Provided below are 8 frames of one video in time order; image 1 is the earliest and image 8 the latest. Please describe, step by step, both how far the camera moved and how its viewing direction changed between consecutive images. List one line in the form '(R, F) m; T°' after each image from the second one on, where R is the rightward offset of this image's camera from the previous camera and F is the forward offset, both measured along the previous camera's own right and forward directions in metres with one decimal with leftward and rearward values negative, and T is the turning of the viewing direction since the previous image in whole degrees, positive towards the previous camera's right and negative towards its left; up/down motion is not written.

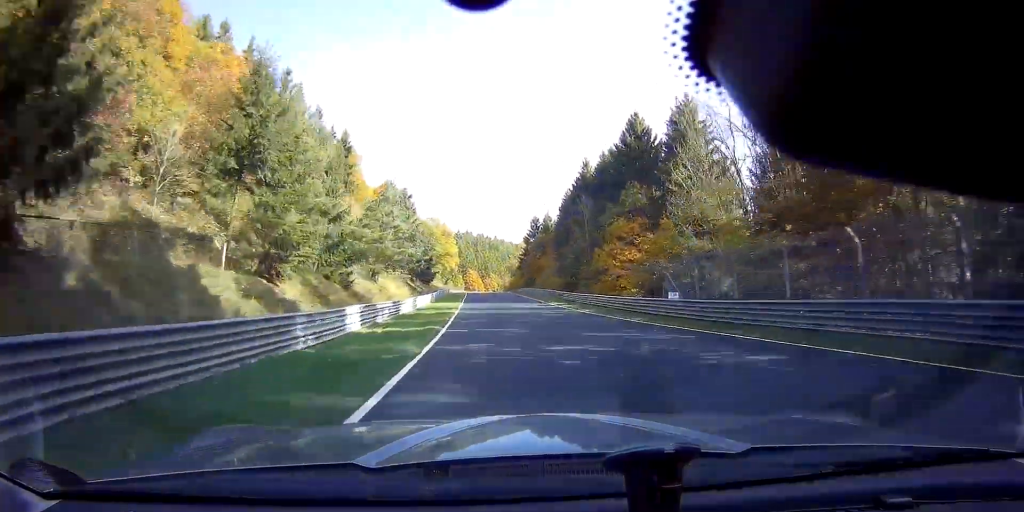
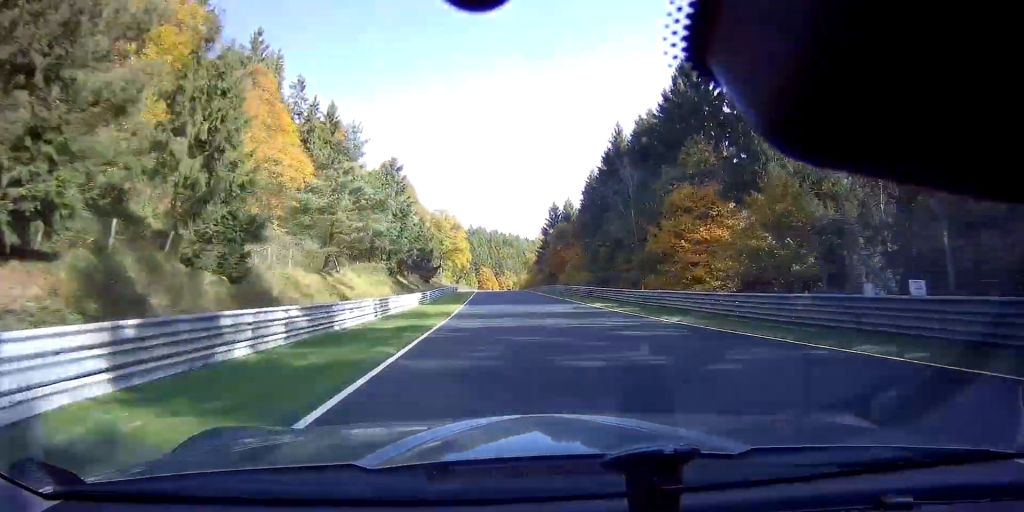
(-0.2, +14.9) m; -1°
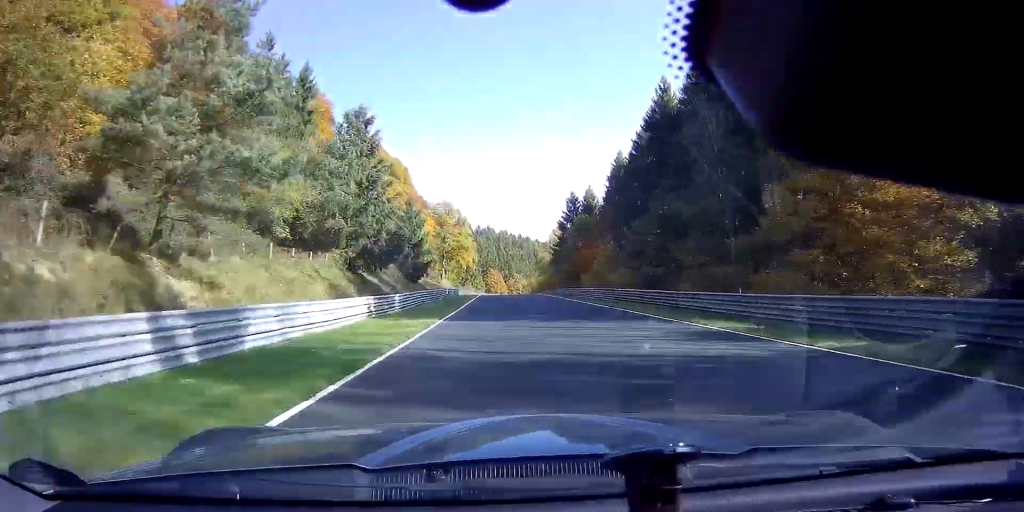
(-0.2, +16.1) m; -1°
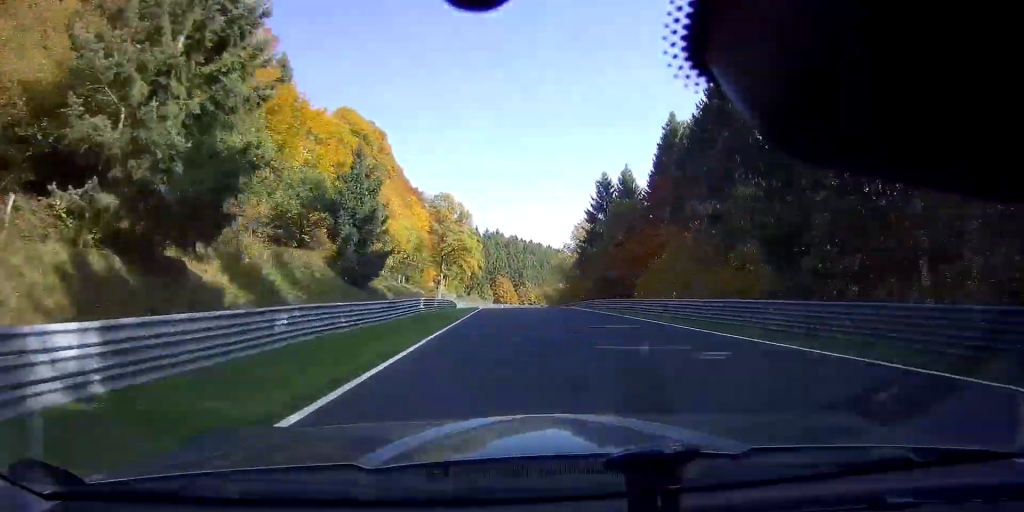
(-0.3, +23.1) m; -1°
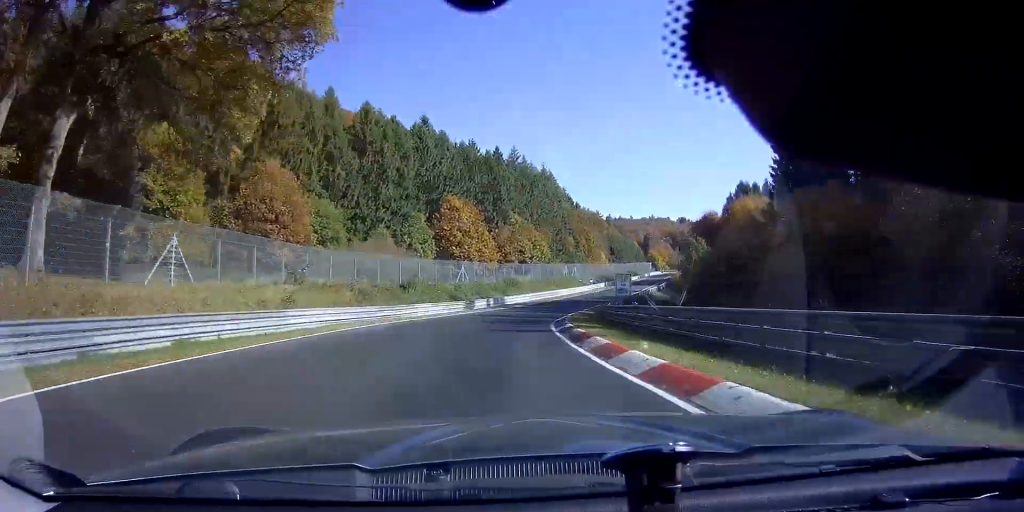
(-0.2, +127.4) m; +8°
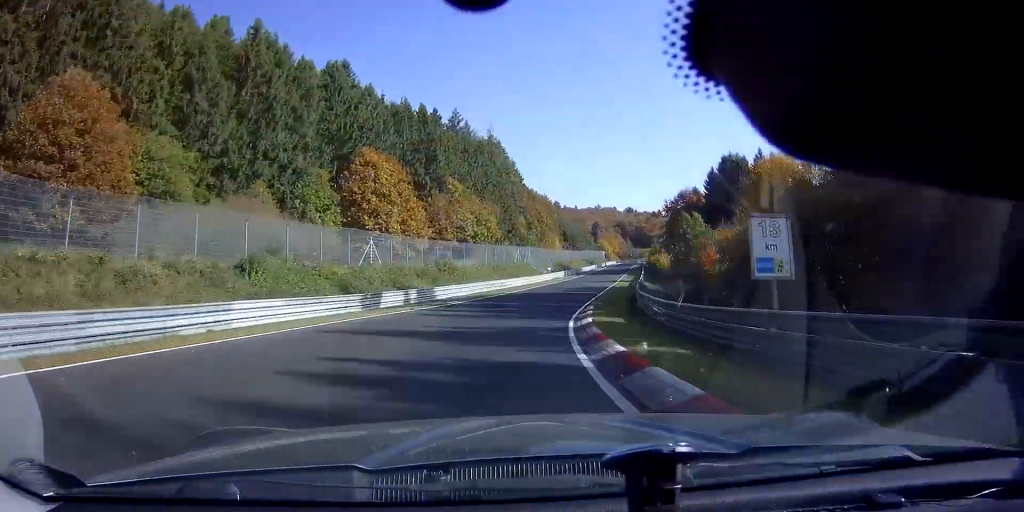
(+1.7, +23.5) m; +6°
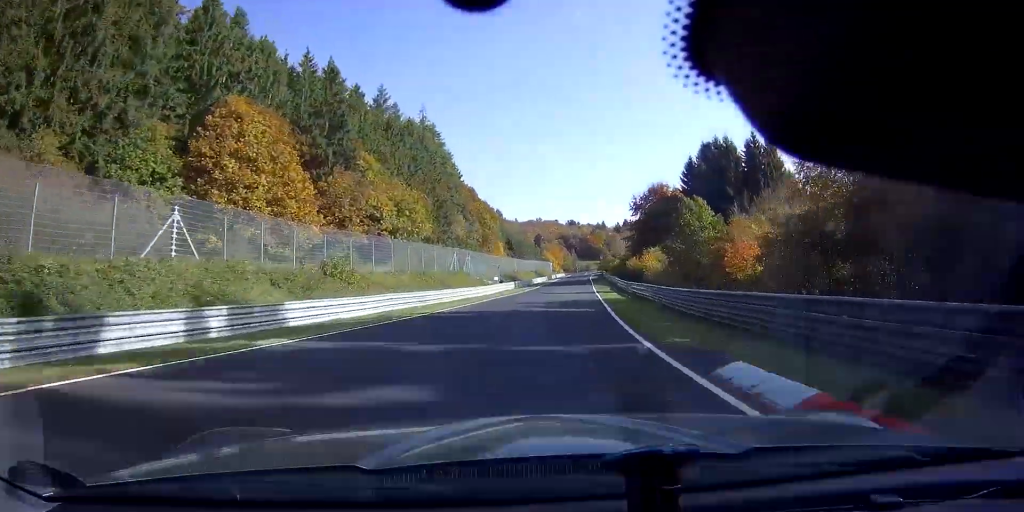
(+0.9, +21.2) m; +5°
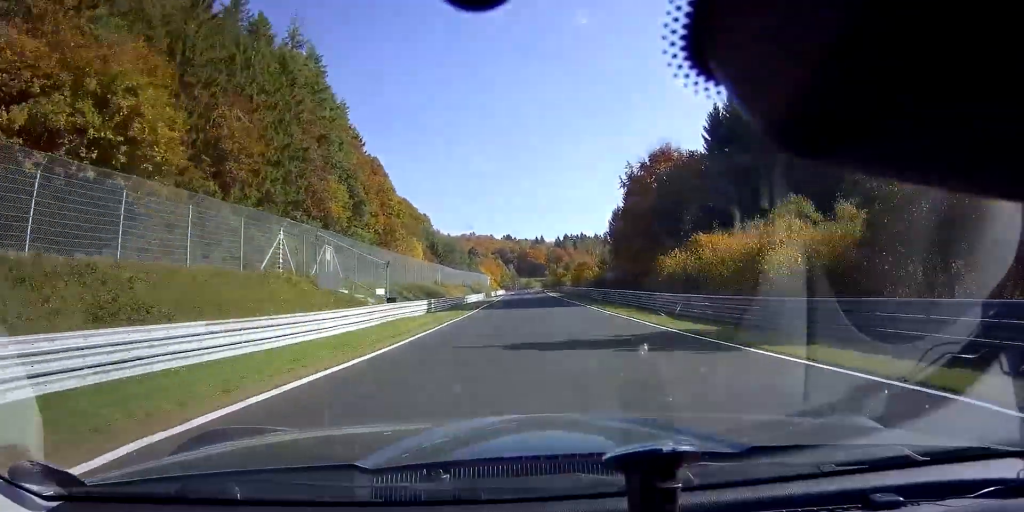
(+3.1, +38.1) m; +7°
